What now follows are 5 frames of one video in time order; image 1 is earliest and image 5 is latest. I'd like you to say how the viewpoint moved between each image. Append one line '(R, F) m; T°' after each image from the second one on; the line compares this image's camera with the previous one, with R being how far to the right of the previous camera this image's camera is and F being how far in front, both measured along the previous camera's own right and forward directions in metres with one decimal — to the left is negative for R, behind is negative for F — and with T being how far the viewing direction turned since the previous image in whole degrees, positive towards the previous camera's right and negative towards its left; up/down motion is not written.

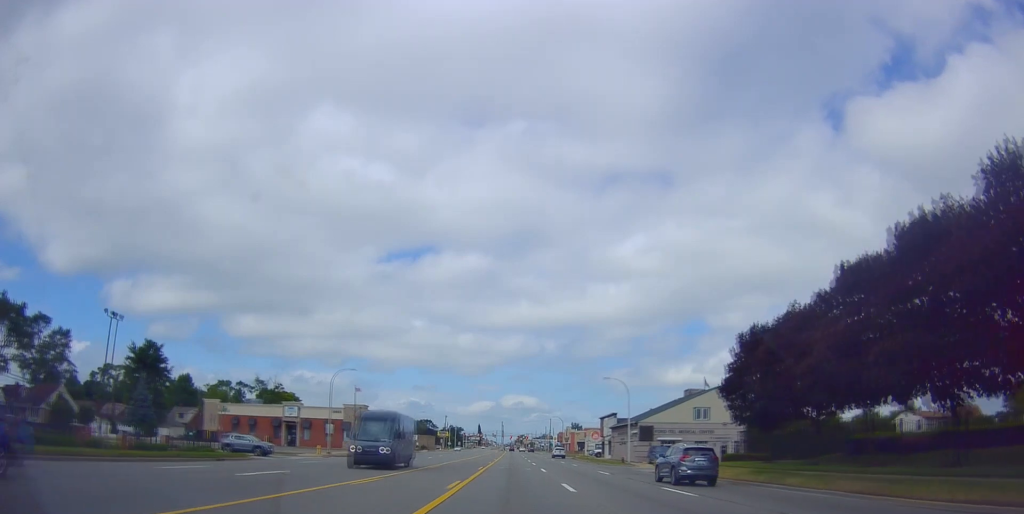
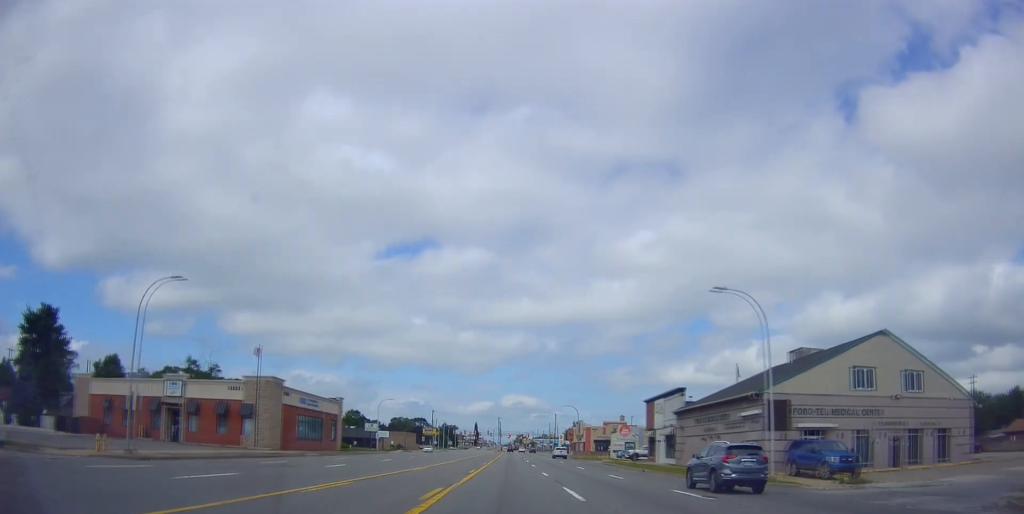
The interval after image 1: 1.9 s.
(+0.1, +34.8) m; +2°
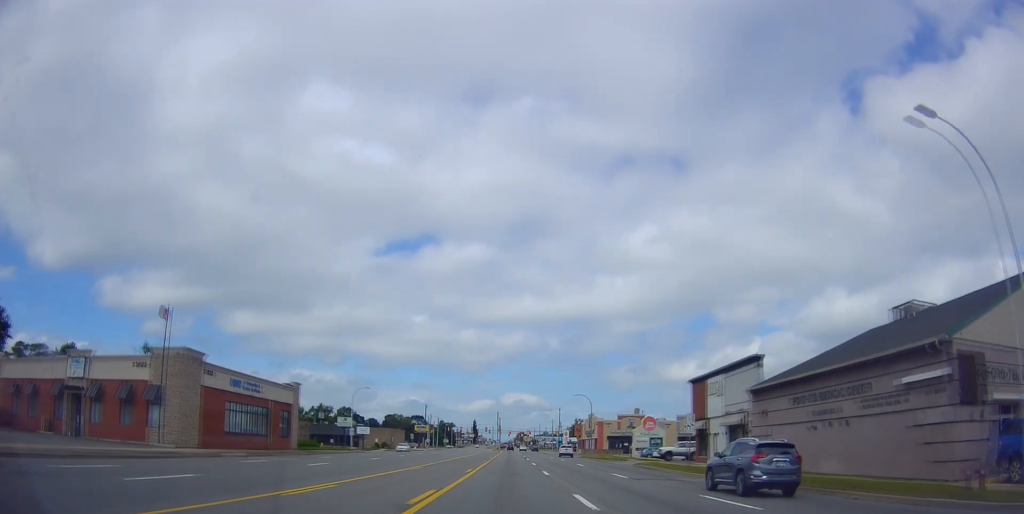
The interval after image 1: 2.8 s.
(0.0, +17.0) m; 0°
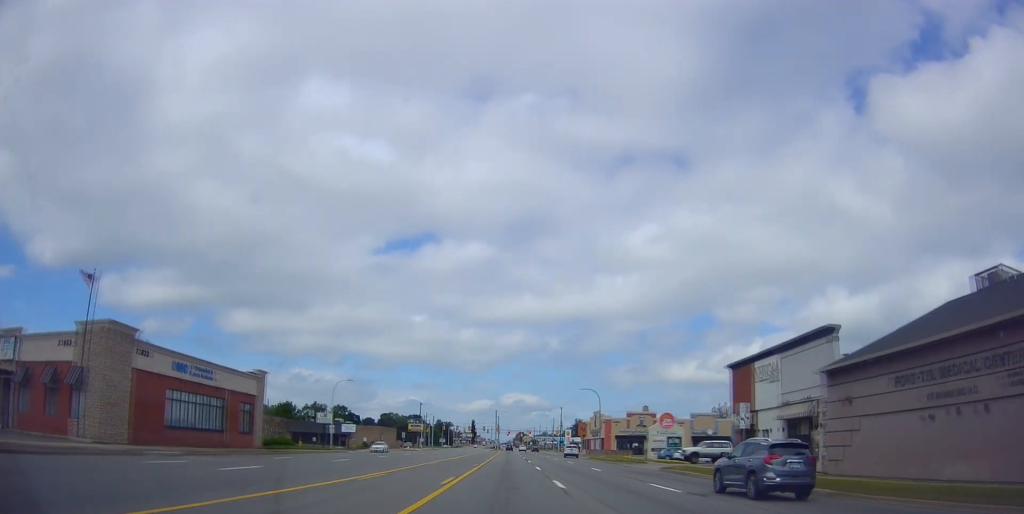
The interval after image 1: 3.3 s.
(0.0, +9.4) m; 0°
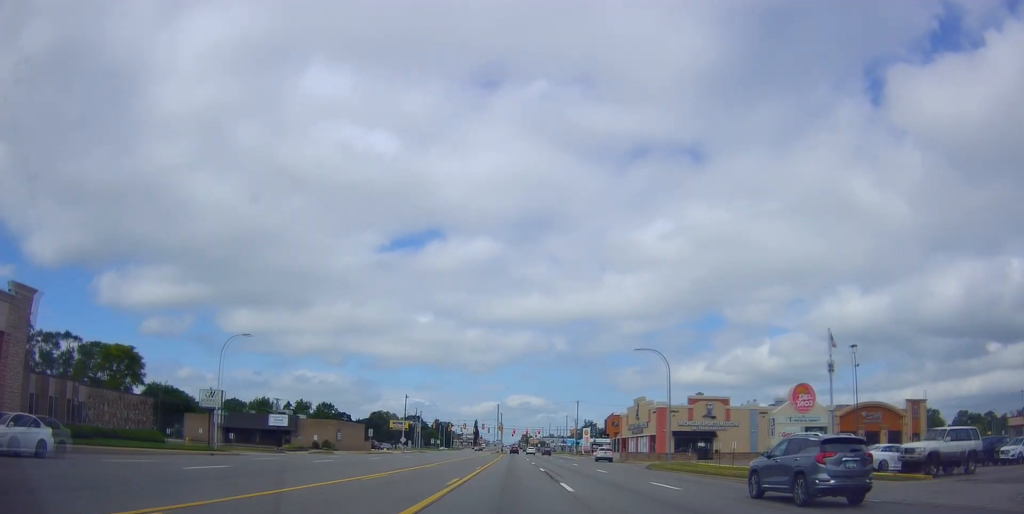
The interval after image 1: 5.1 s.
(-0.2, +33.4) m; -2°
